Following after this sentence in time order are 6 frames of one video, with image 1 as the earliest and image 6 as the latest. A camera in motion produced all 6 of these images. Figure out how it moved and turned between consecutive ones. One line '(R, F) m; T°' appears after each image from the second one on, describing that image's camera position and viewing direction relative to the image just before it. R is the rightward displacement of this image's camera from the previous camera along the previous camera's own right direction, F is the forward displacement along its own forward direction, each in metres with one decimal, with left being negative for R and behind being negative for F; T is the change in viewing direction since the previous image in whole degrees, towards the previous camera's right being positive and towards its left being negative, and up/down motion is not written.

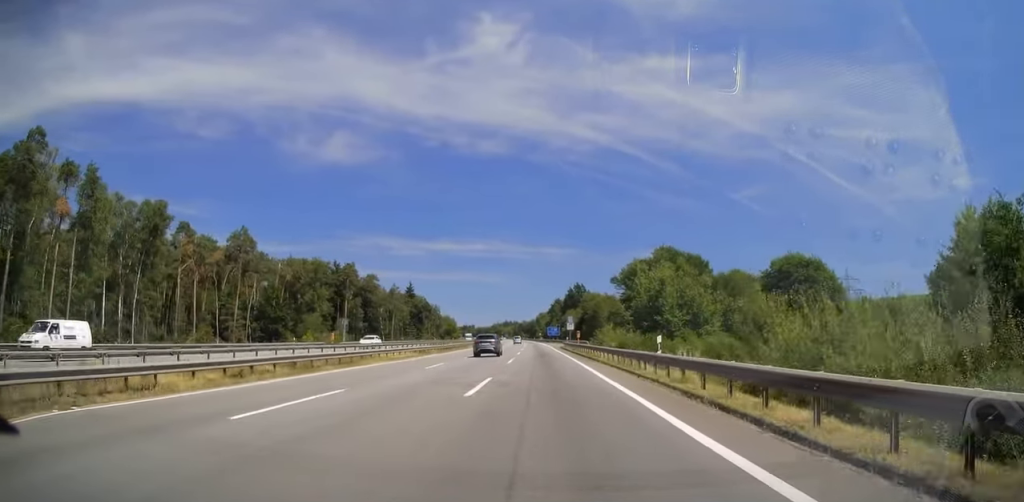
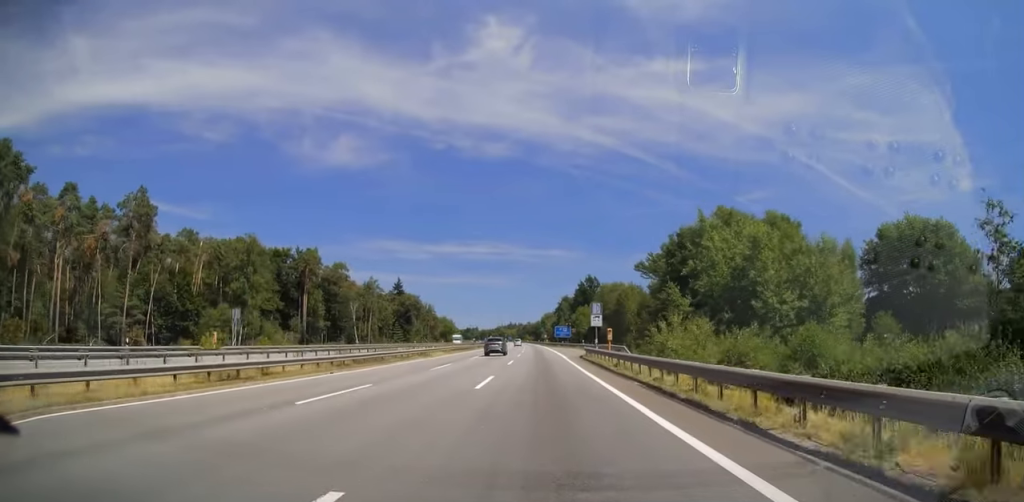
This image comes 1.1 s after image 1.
(0.0, +33.0) m; -1°
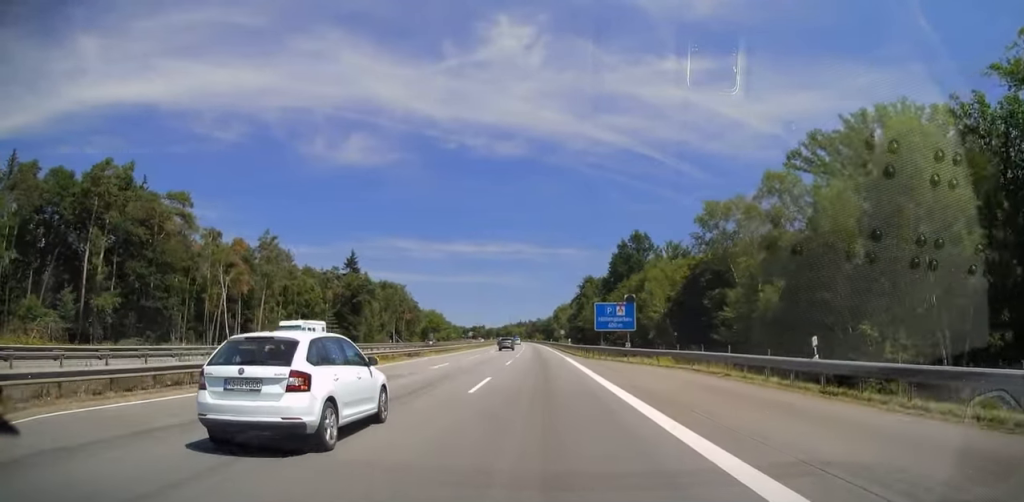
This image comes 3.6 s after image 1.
(-0.3, +73.4) m; -1°
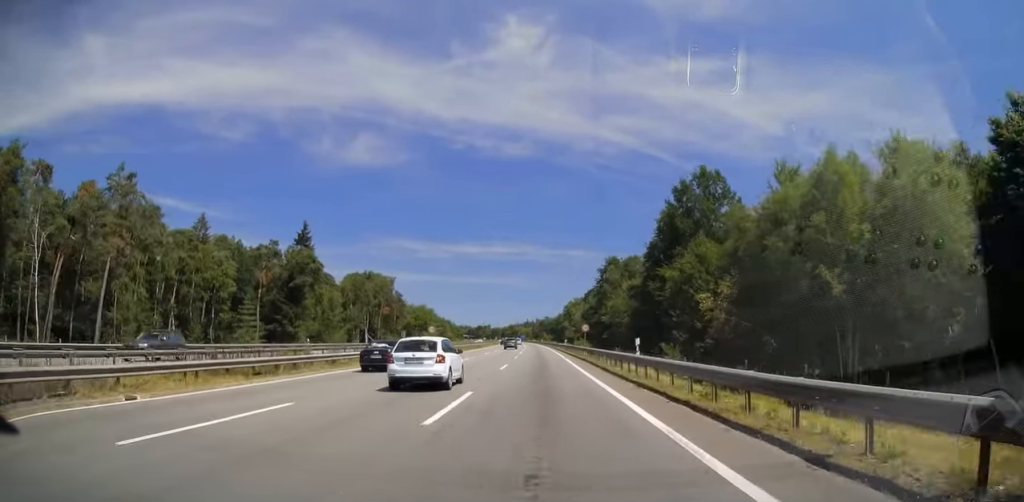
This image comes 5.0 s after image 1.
(-0.6, +41.9) m; -1°
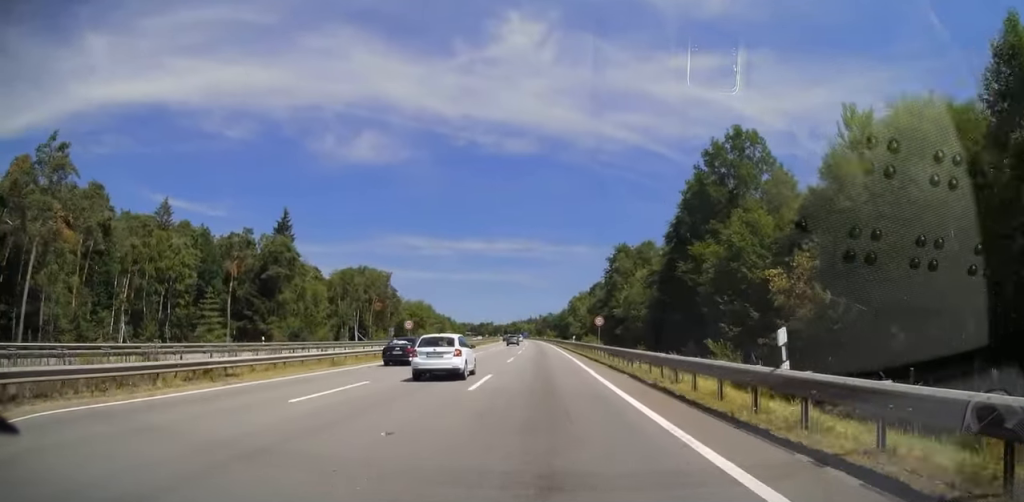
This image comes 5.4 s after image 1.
(+0.1, +12.3) m; 0°
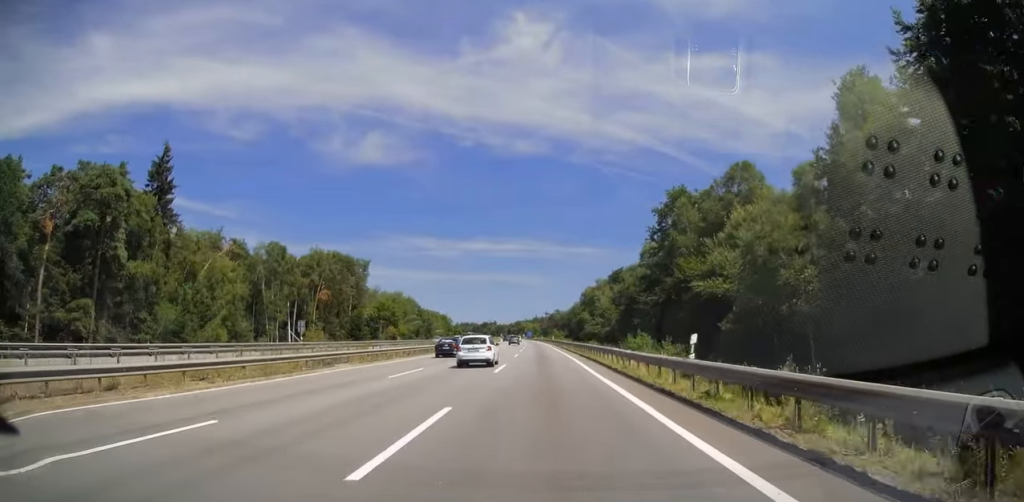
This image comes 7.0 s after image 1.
(-0.3, +45.7) m; 0°
